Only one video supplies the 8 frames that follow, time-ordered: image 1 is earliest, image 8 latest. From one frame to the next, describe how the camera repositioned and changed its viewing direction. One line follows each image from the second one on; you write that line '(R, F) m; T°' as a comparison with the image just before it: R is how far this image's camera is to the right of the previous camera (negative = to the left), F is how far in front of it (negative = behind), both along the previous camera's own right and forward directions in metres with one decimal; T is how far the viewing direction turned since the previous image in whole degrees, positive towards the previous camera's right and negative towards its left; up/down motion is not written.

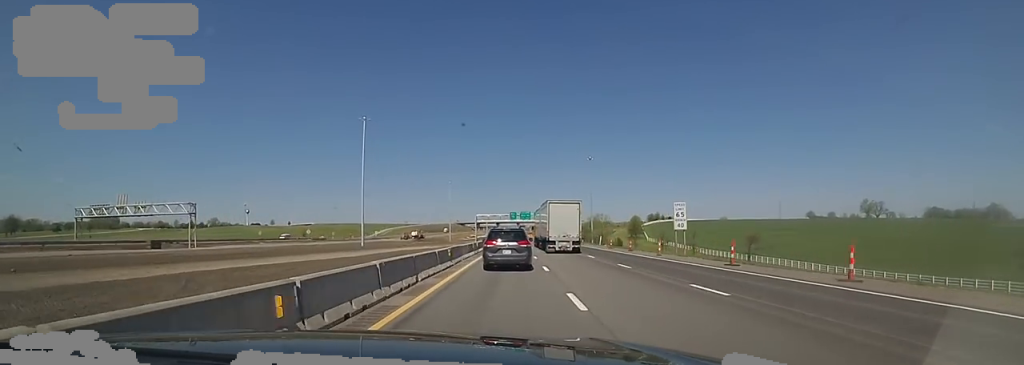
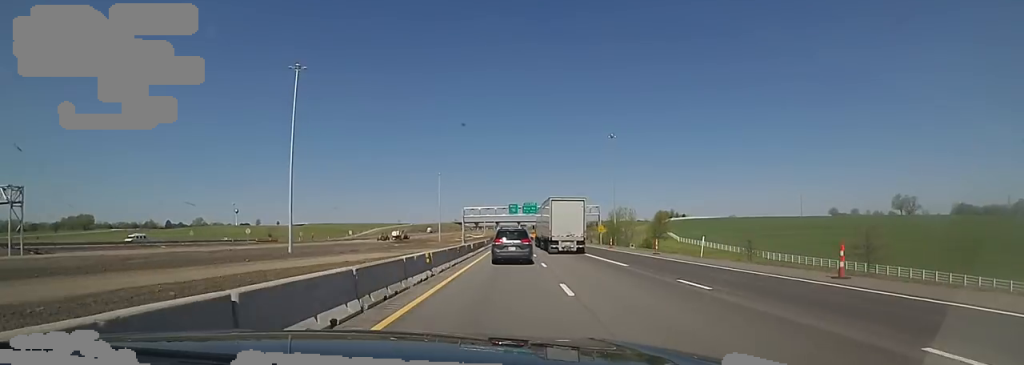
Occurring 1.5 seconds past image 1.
(+1.1, +37.1) m; +2°
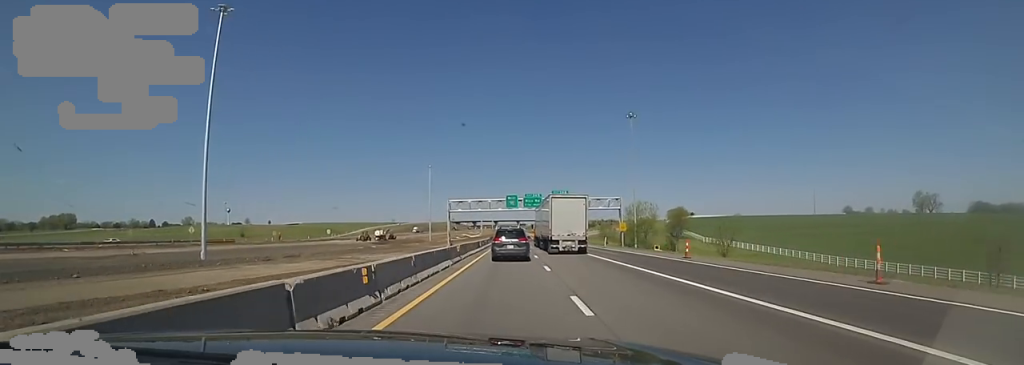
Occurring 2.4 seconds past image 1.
(-0.1, +22.4) m; -3°
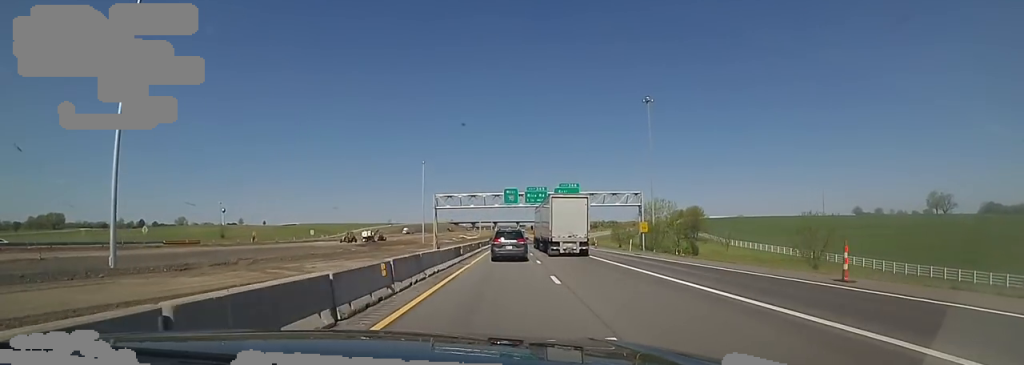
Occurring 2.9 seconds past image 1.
(-0.7, +14.1) m; 0°
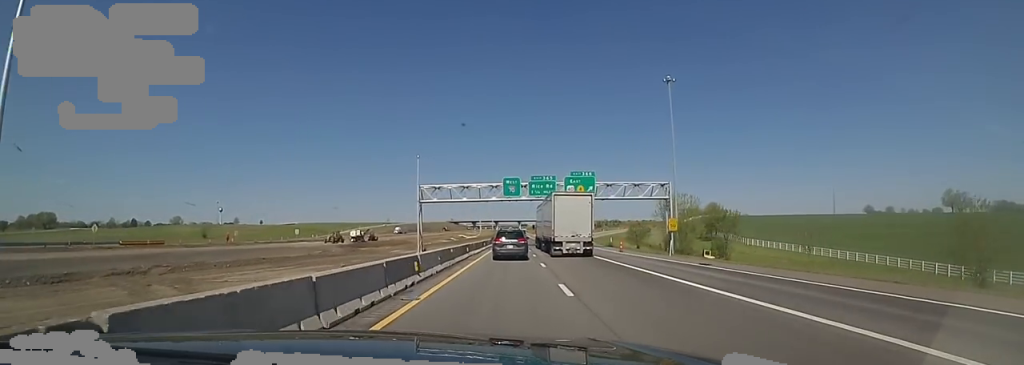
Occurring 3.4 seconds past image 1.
(-0.4, +13.3) m; 0°
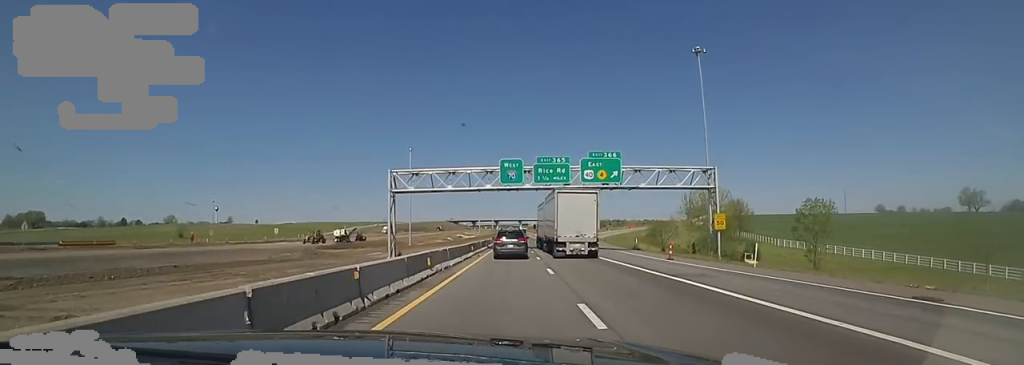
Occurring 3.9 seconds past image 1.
(+0.5, +13.7) m; +1°
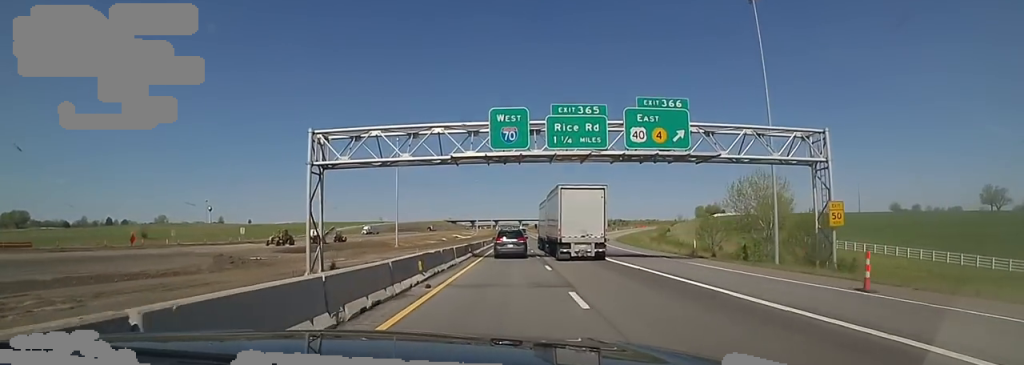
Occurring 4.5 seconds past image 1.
(+0.3, +17.5) m; +1°
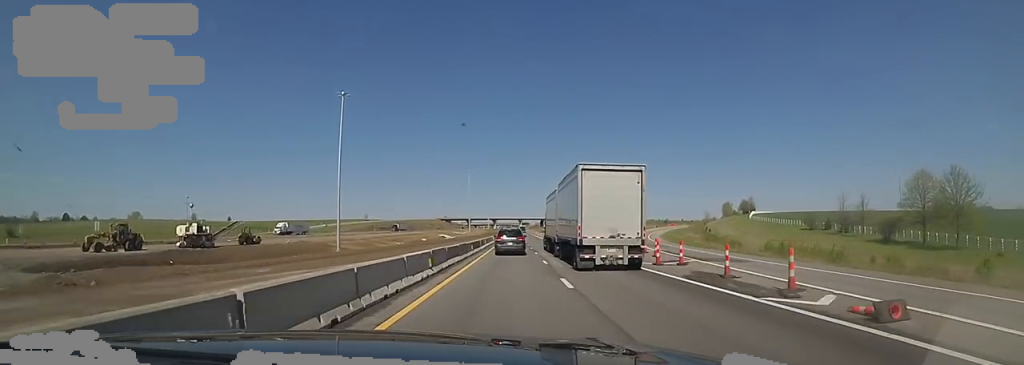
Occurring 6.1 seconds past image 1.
(0.0, +45.6) m; 0°
